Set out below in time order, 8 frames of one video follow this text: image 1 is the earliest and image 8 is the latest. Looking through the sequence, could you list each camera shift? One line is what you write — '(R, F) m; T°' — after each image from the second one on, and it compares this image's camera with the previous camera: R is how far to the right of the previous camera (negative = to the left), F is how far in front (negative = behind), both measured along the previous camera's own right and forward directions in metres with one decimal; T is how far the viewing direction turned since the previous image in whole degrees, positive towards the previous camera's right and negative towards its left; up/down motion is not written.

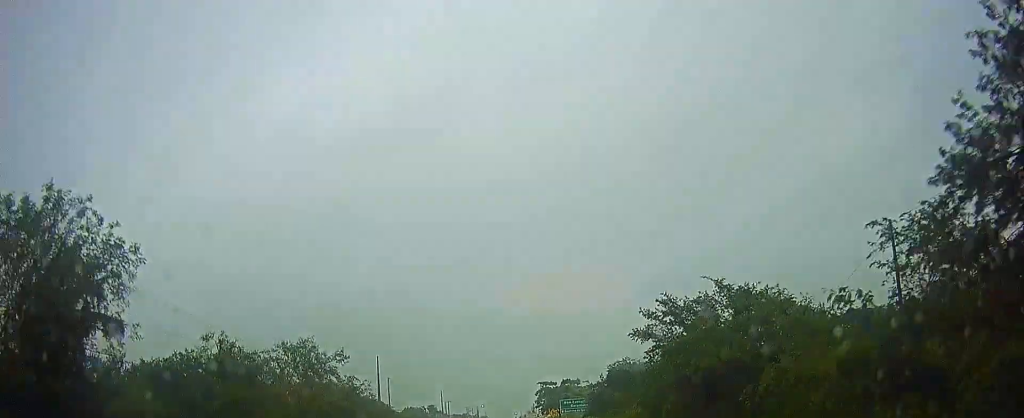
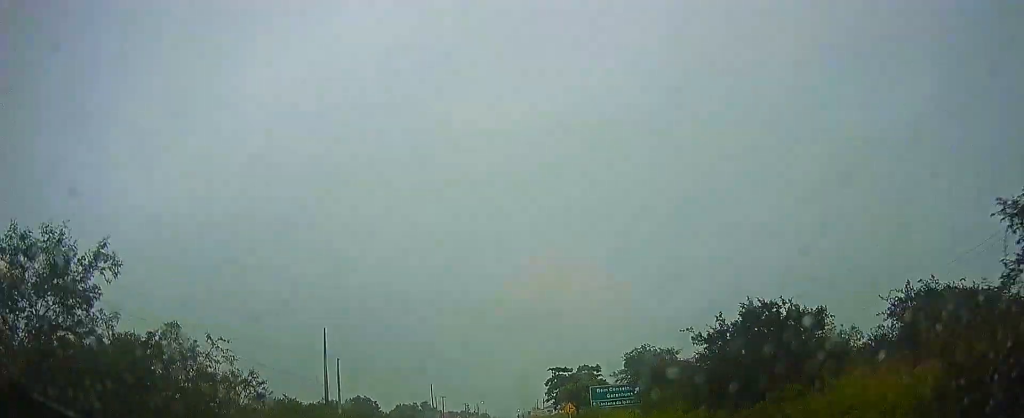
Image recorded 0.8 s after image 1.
(+0.1, +22.7) m; +1°
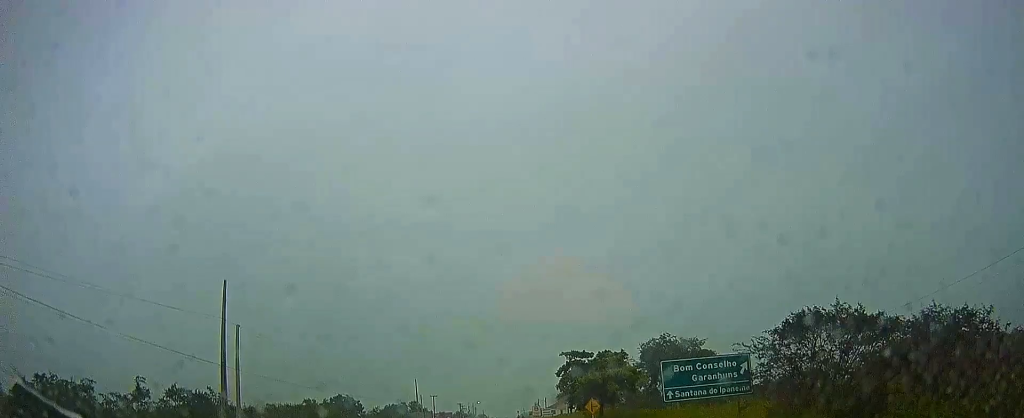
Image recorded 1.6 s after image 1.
(+0.2, +20.1) m; 0°
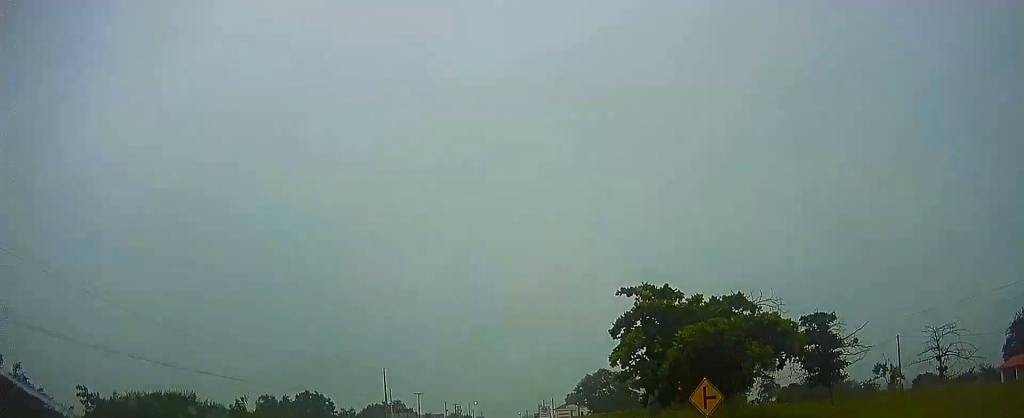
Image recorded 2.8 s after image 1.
(-0.4, +29.5) m; -1°
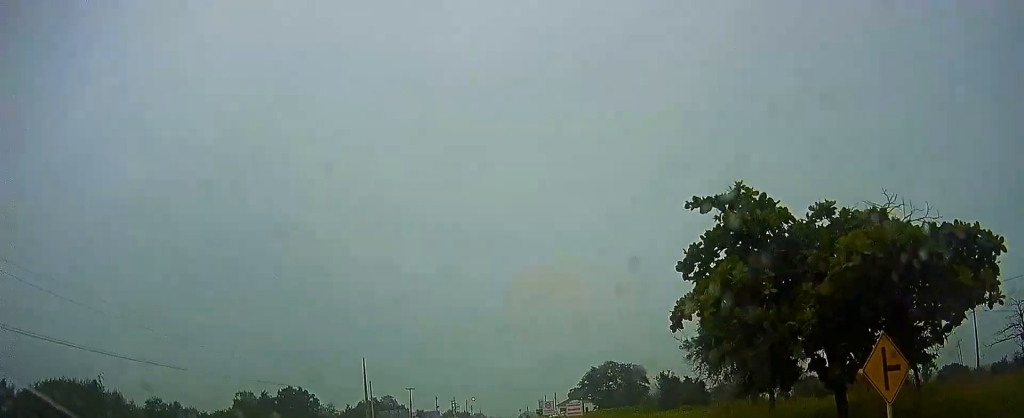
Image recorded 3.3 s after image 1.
(-0.2, +11.0) m; 0°
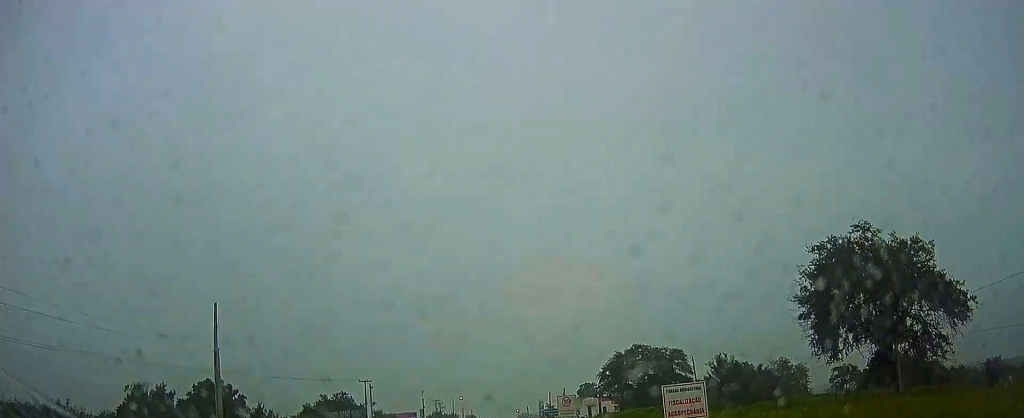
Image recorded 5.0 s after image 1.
(+0.6, +37.8) m; +1°
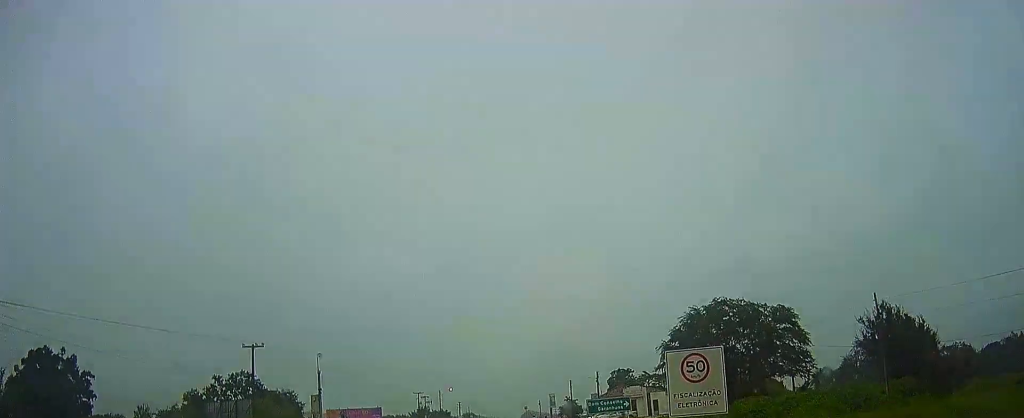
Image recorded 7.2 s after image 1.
(-0.2, +43.2) m; 0°
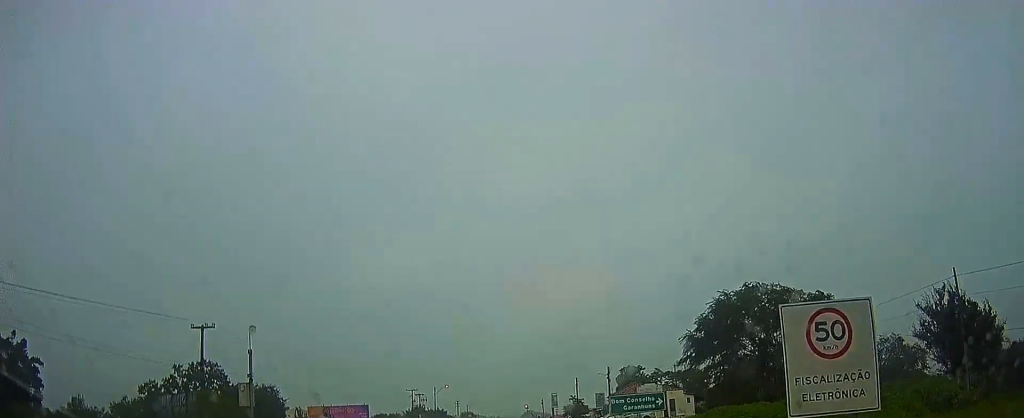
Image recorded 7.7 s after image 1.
(0.0, +9.3) m; 0°
